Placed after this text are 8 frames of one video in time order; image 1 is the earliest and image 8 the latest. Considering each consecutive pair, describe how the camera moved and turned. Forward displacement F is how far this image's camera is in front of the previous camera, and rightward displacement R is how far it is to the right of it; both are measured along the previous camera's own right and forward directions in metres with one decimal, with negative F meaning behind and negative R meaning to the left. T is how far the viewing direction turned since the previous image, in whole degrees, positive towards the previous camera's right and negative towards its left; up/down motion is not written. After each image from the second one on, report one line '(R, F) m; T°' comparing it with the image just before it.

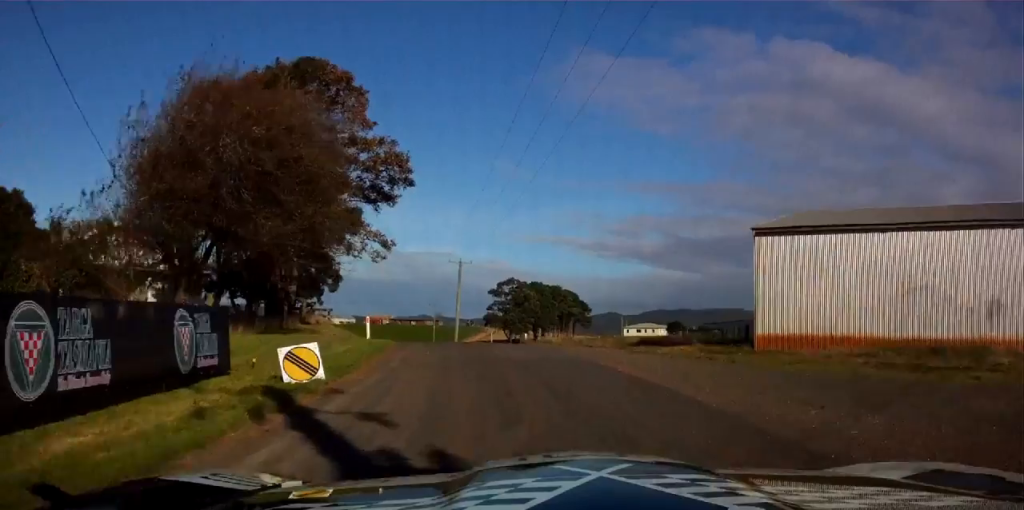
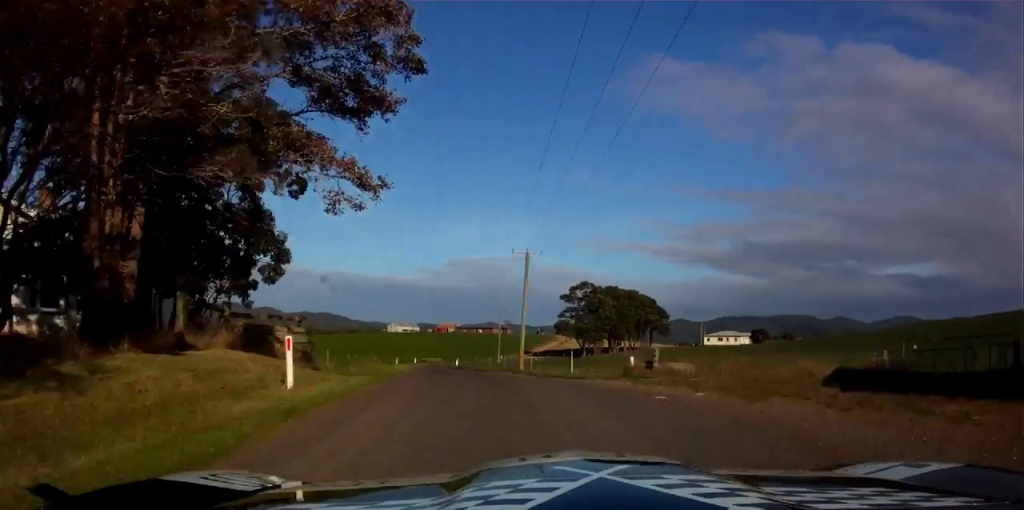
(0.0, +19.1) m; -2°
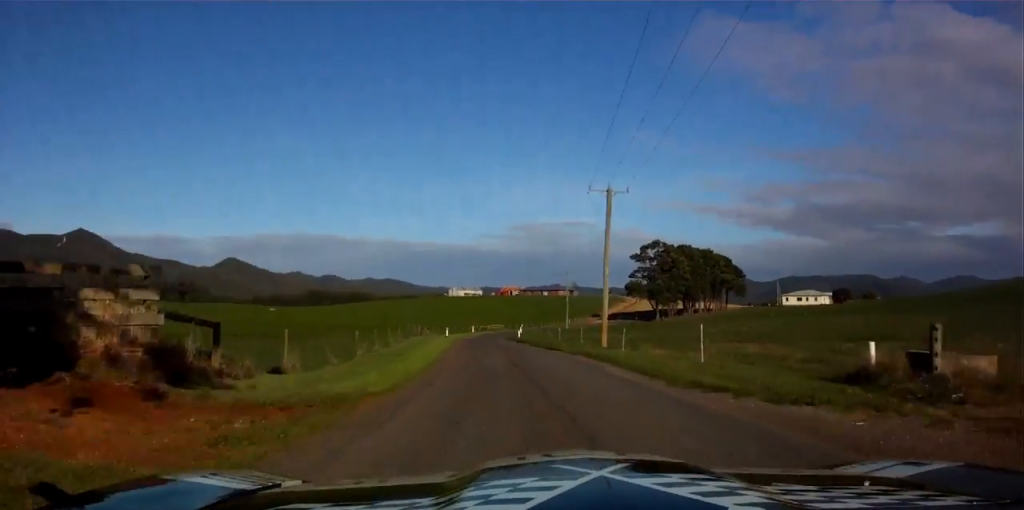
(-0.3, +16.8) m; -3°
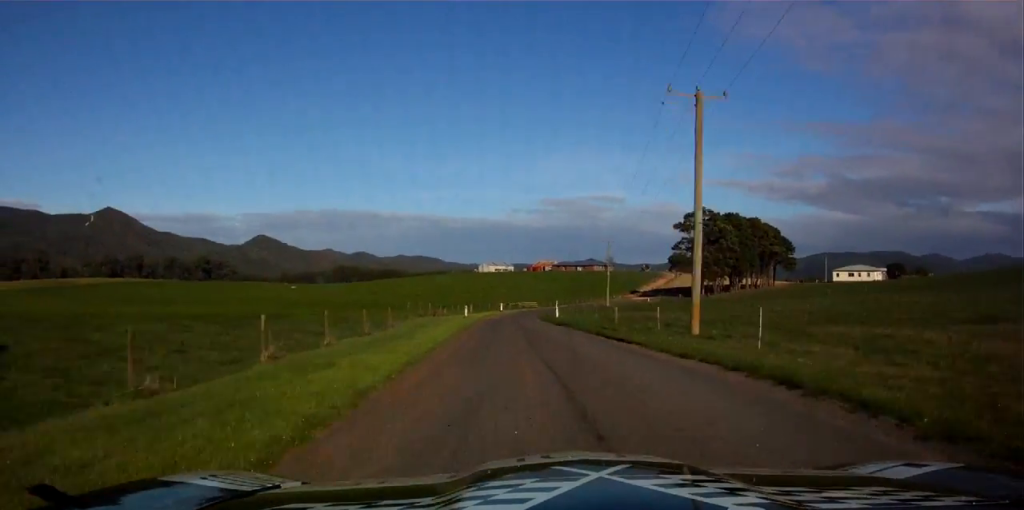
(-0.3, +16.7) m; -2°
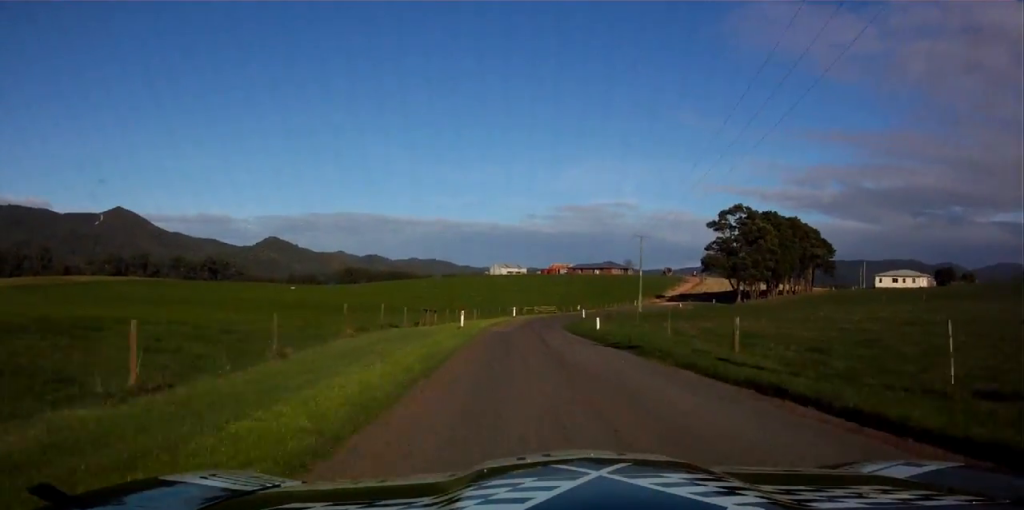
(-0.5, +22.9) m; -1°
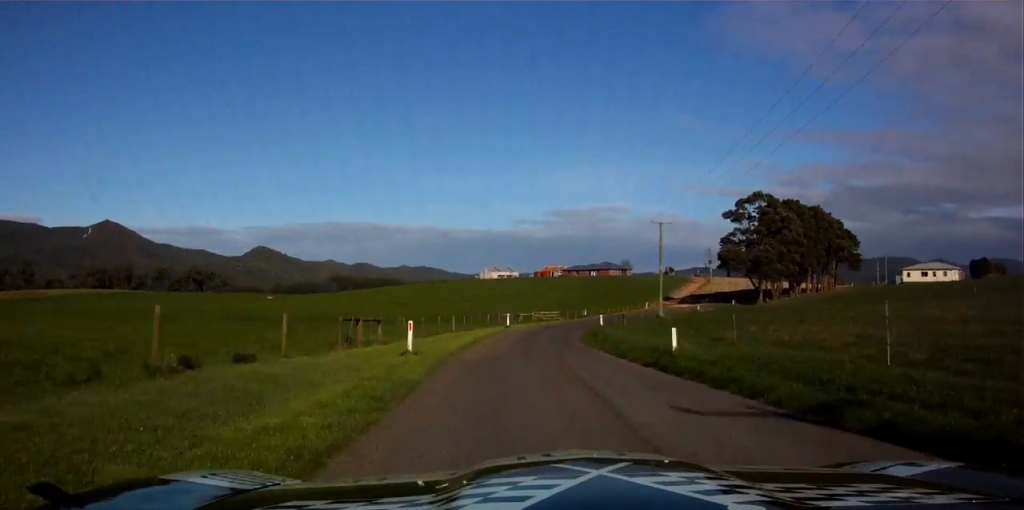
(-0.1, +22.1) m; +2°
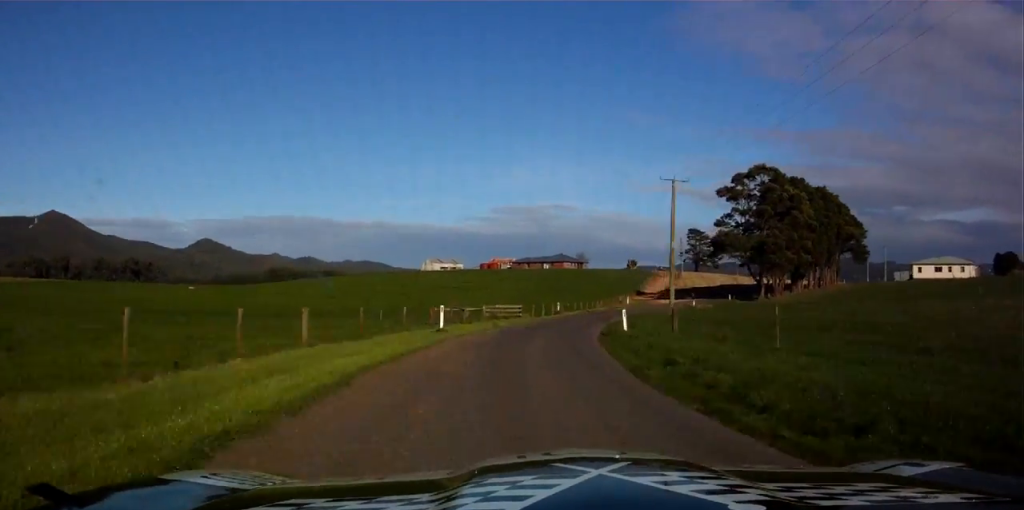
(+1.0, +29.8) m; +5°
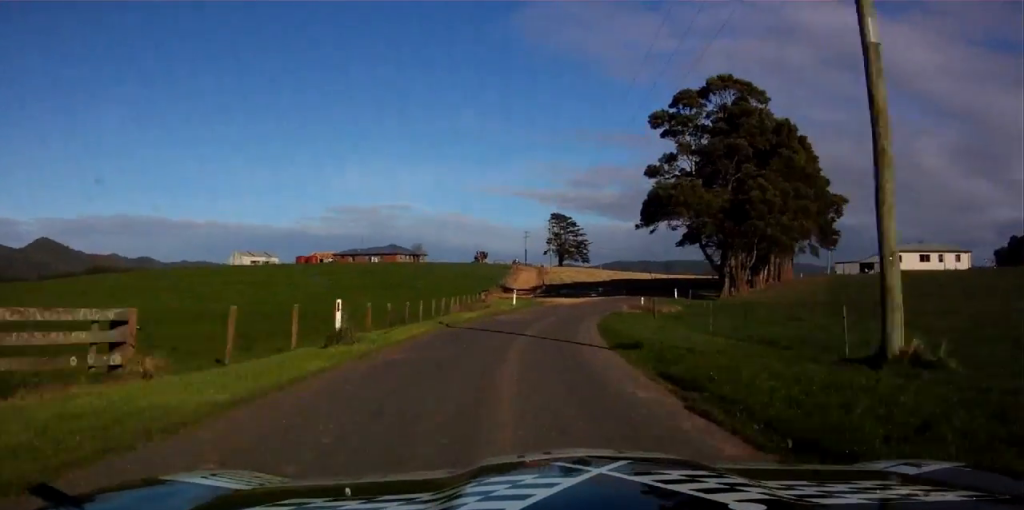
(+4.0, +48.7) m; +11°
